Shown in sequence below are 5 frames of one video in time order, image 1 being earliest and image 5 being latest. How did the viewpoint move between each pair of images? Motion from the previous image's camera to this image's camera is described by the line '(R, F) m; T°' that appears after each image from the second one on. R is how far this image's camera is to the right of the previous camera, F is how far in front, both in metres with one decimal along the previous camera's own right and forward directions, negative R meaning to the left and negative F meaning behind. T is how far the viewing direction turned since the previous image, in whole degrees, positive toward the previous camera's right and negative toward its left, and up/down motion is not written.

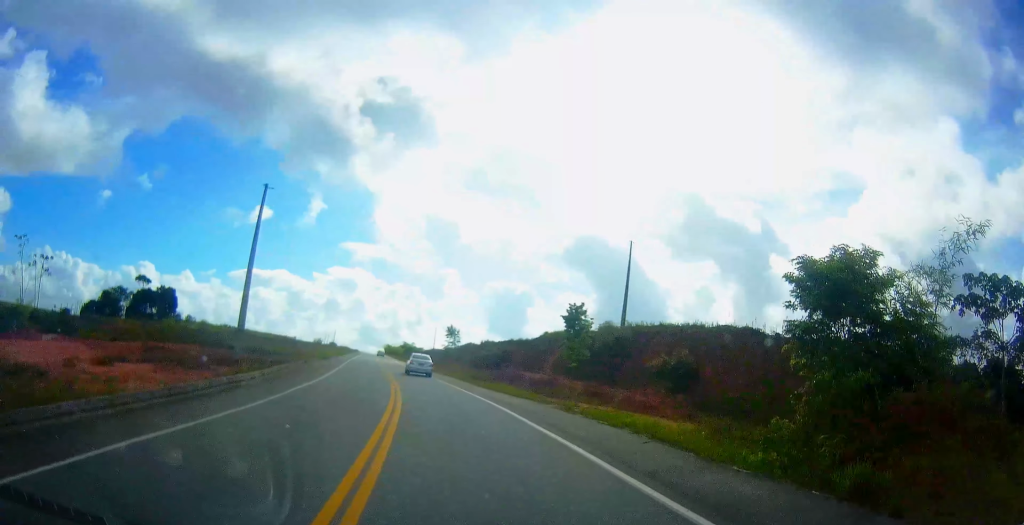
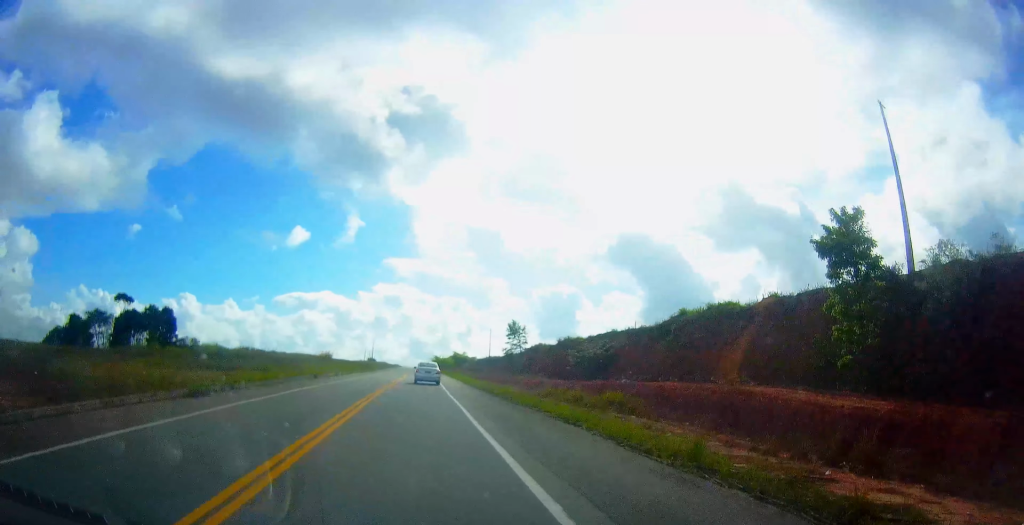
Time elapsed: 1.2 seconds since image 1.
(-1.4, +36.1) m; -4°
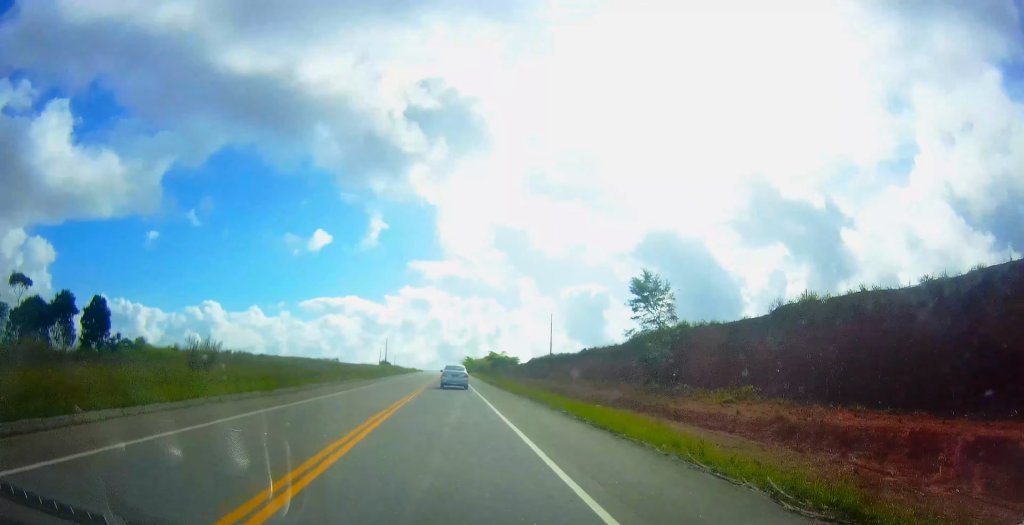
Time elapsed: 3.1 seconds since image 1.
(-3.0, +53.0) m; -7°
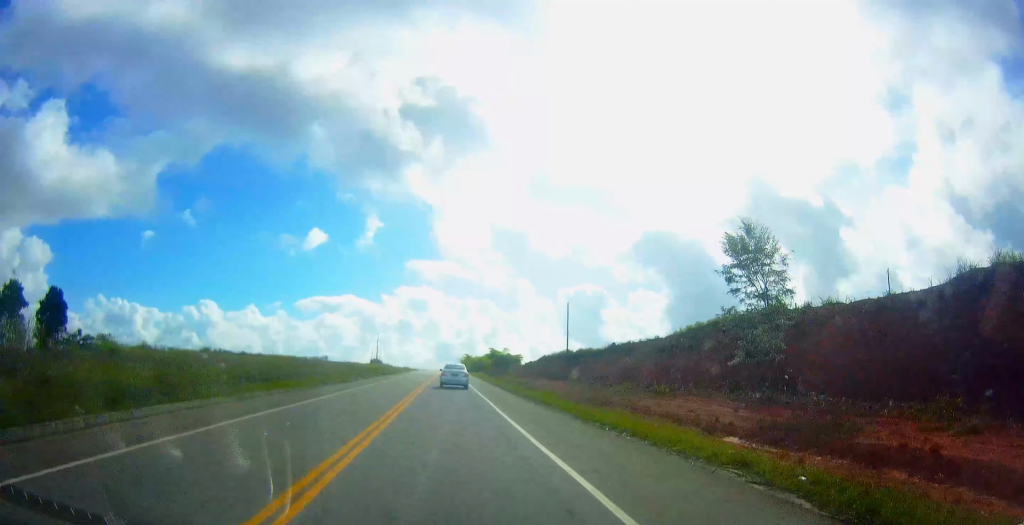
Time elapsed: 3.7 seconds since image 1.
(-0.3, +16.9) m; -2°
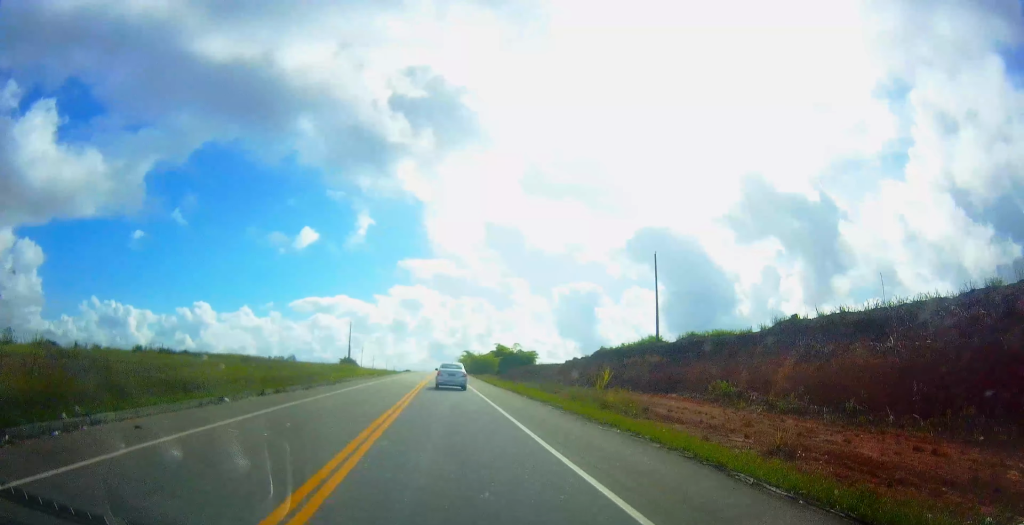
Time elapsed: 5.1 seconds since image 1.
(-0.9, +41.9) m; -1°
